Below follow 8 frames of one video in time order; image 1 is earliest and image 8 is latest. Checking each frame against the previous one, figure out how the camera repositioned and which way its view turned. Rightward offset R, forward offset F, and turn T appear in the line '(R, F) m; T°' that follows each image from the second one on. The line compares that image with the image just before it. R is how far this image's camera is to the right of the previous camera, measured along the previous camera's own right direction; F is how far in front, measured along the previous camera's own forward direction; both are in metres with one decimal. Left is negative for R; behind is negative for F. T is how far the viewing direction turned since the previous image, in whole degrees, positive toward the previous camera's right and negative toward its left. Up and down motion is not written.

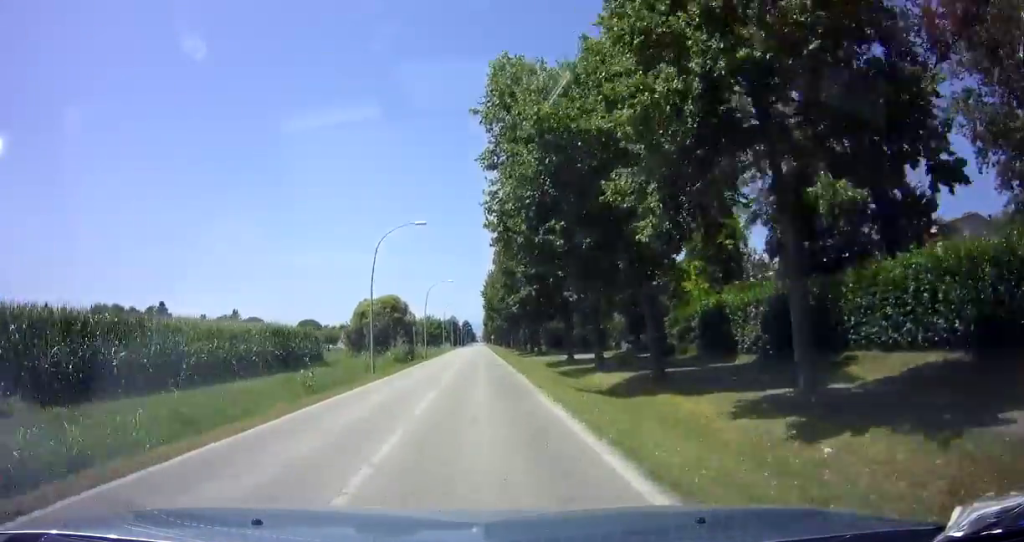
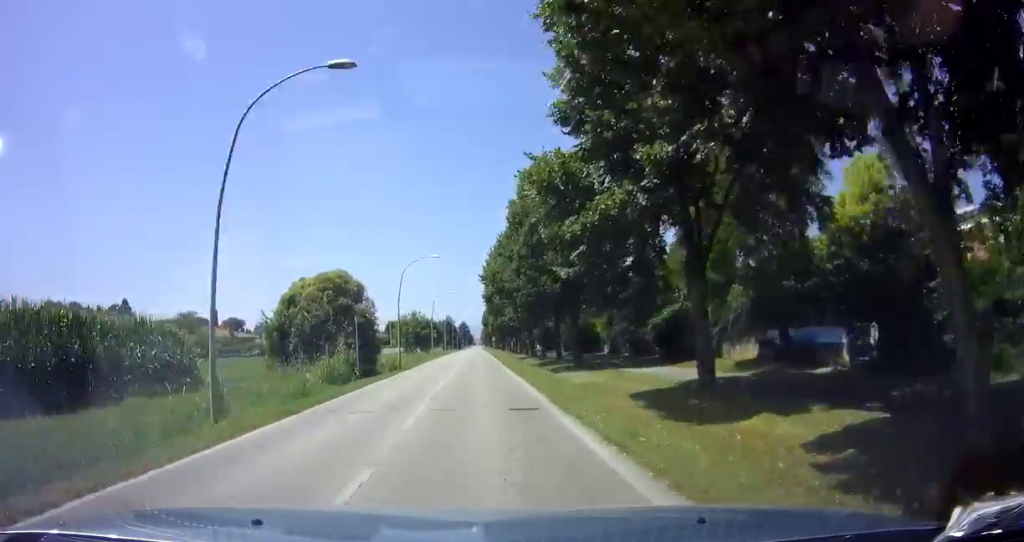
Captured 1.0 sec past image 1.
(+0.1, +19.9) m; +1°
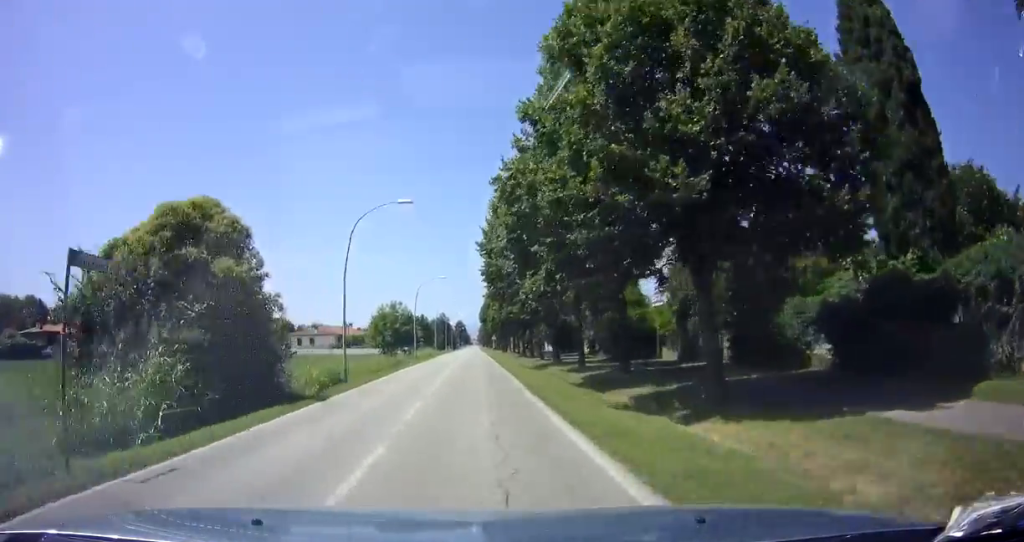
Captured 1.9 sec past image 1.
(+0.1, +16.7) m; +1°
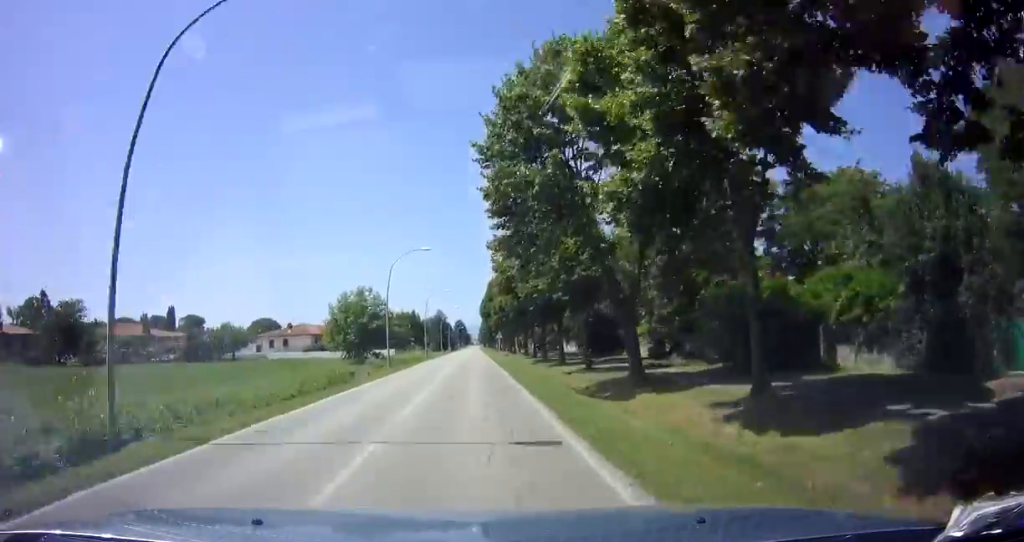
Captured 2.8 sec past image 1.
(+0.2, +17.4) m; 0°
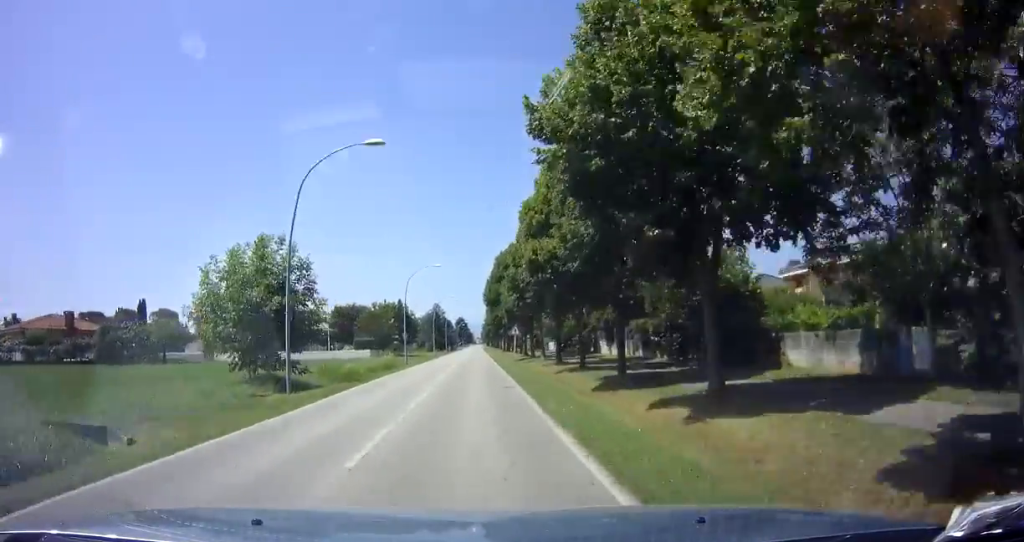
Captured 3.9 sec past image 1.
(-0.2, +21.1) m; -1°
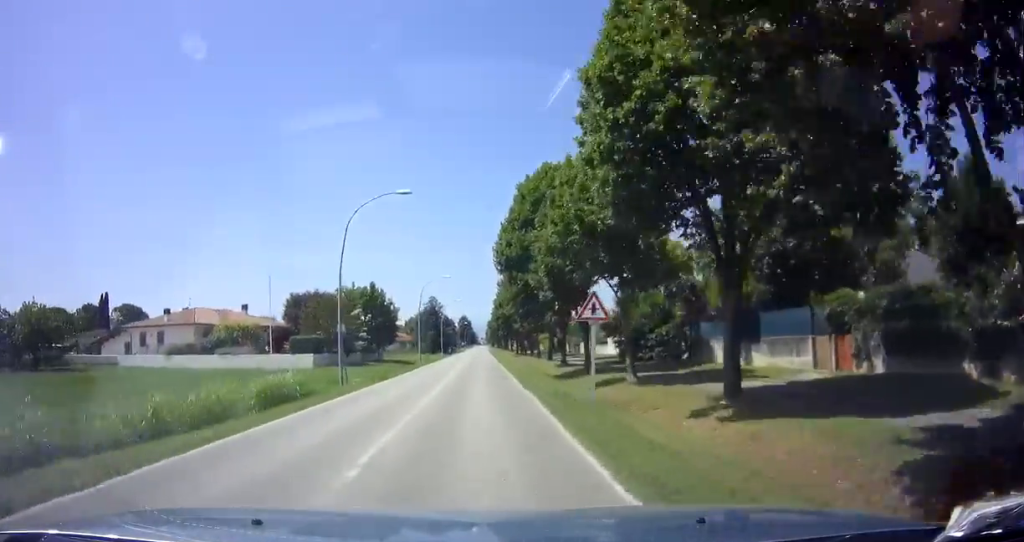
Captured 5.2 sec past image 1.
(0.0, +24.1) m; 0°
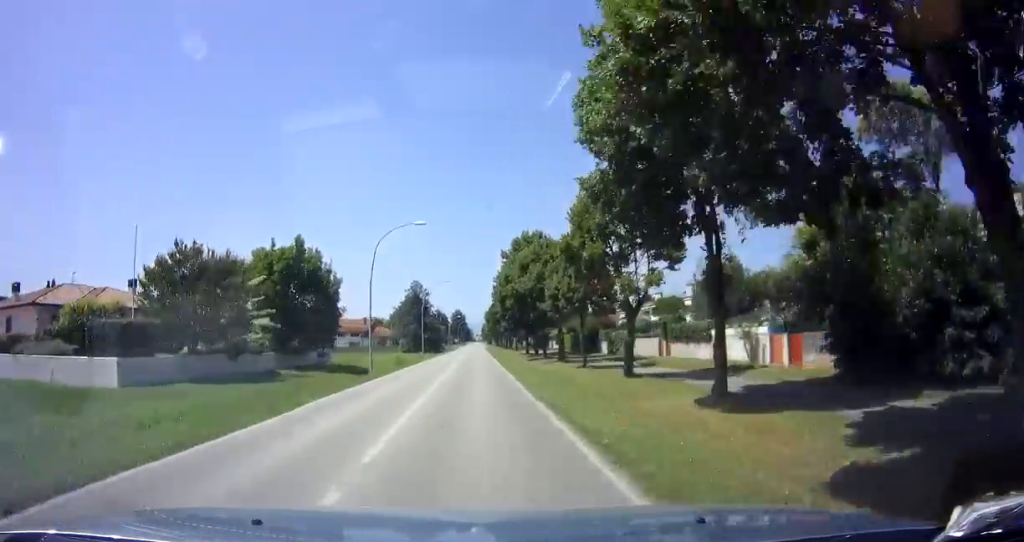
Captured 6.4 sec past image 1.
(-0.3, +22.8) m; 0°
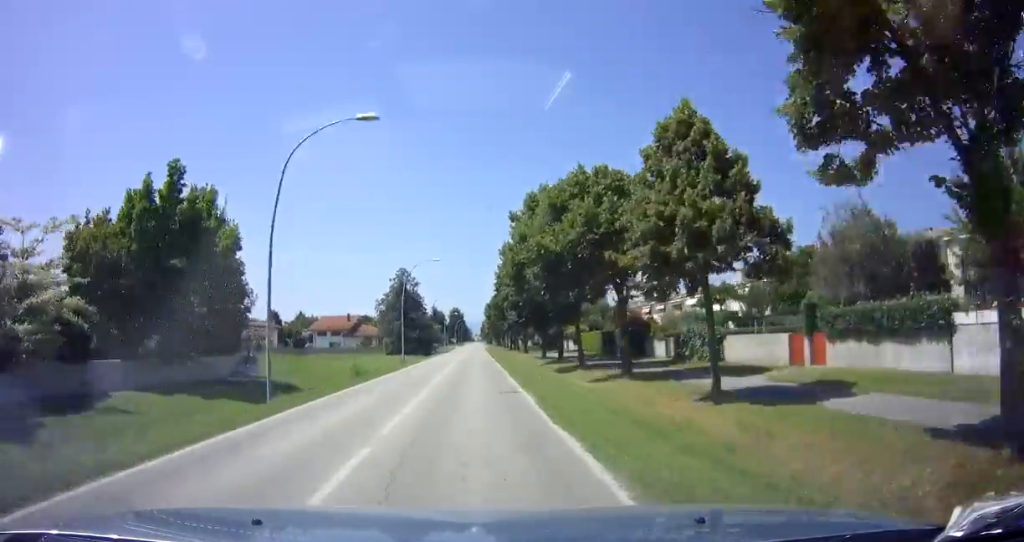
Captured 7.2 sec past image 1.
(+0.3, +15.2) m; +1°
